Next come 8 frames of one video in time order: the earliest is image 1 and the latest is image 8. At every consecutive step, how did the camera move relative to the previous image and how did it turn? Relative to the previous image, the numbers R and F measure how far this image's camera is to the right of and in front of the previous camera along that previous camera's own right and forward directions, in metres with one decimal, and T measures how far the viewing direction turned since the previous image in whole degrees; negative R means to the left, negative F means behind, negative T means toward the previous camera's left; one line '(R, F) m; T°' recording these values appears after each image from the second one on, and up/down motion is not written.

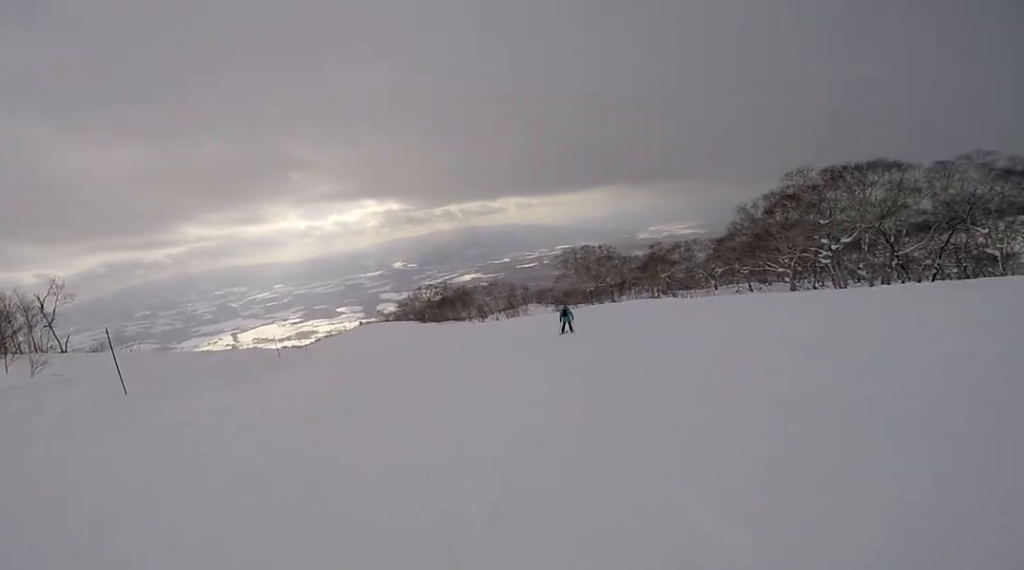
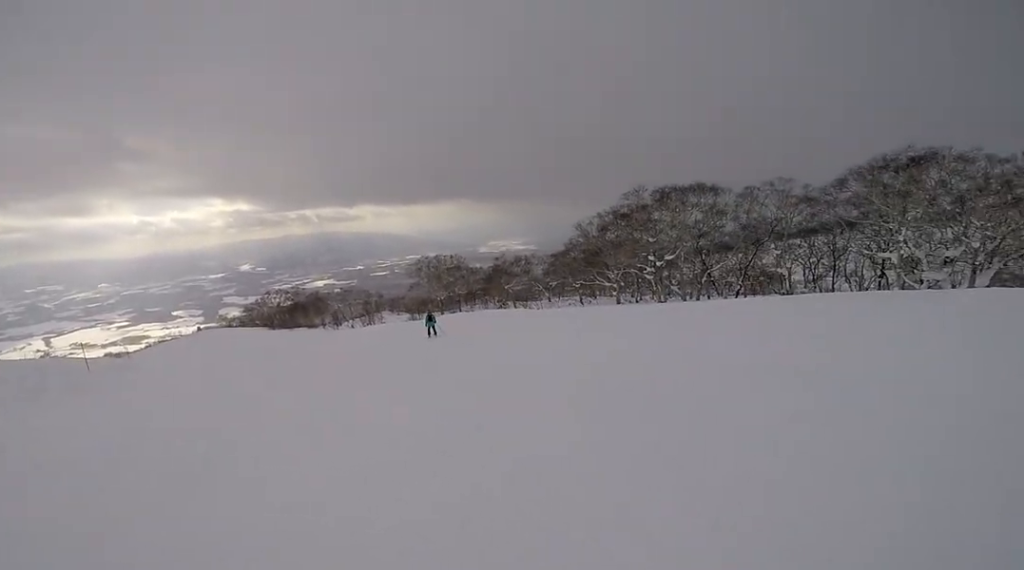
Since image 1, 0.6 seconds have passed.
(+0.2, +2.4) m; +12°
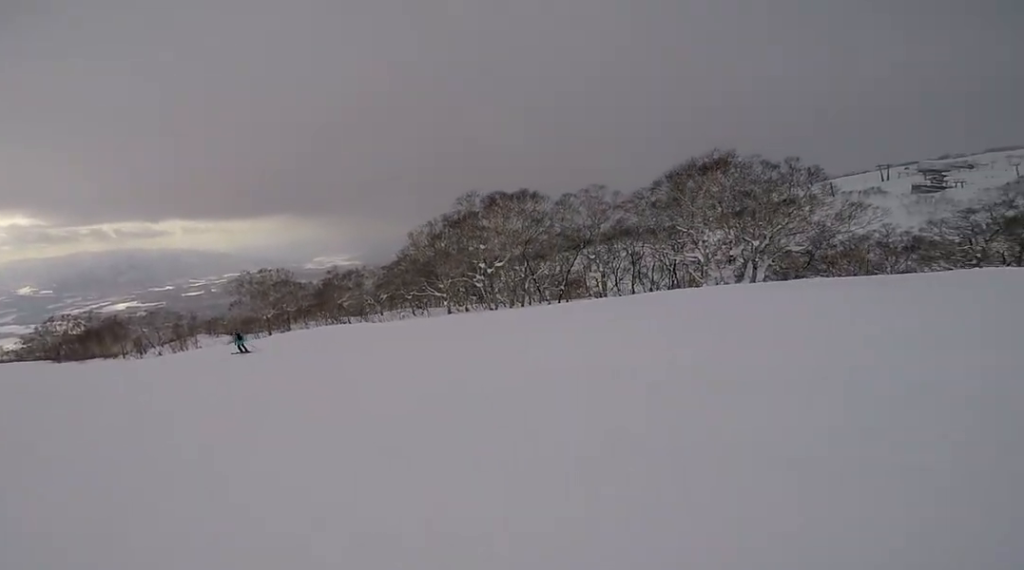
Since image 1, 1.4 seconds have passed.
(+1.3, +3.7) m; +5°
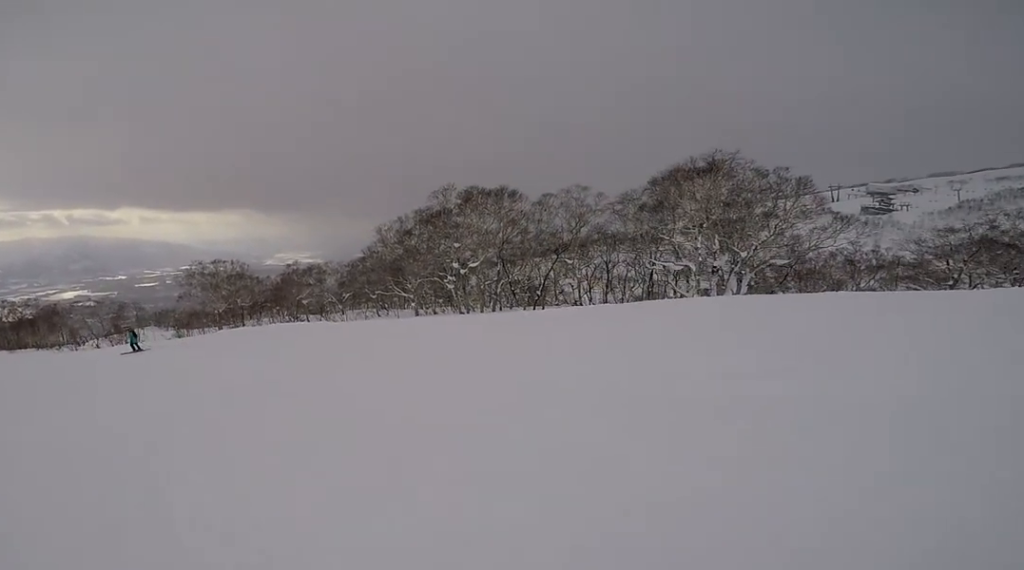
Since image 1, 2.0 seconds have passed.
(-0.8, +3.3) m; -10°
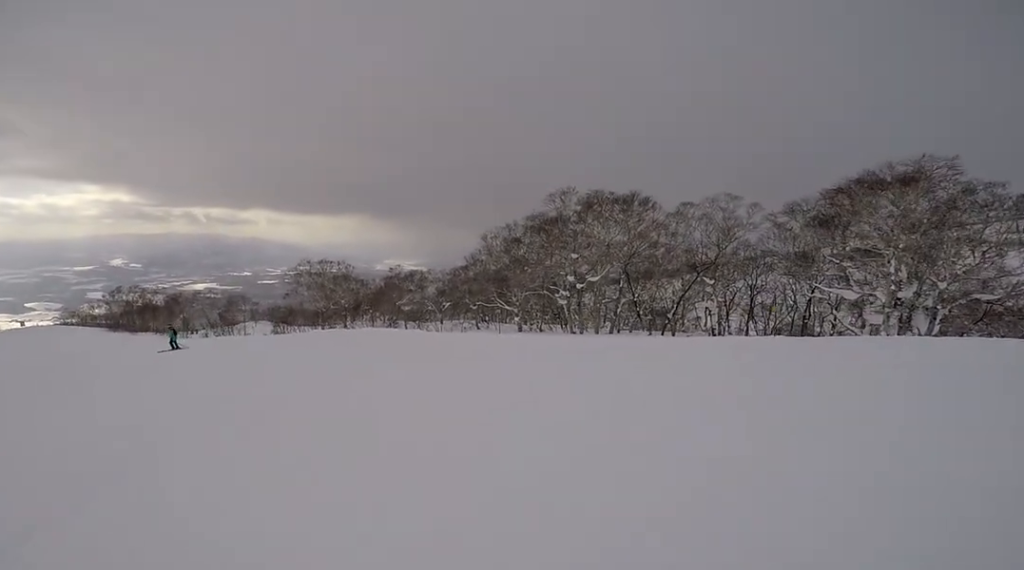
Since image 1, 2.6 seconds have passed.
(-0.3, +3.1) m; -10°
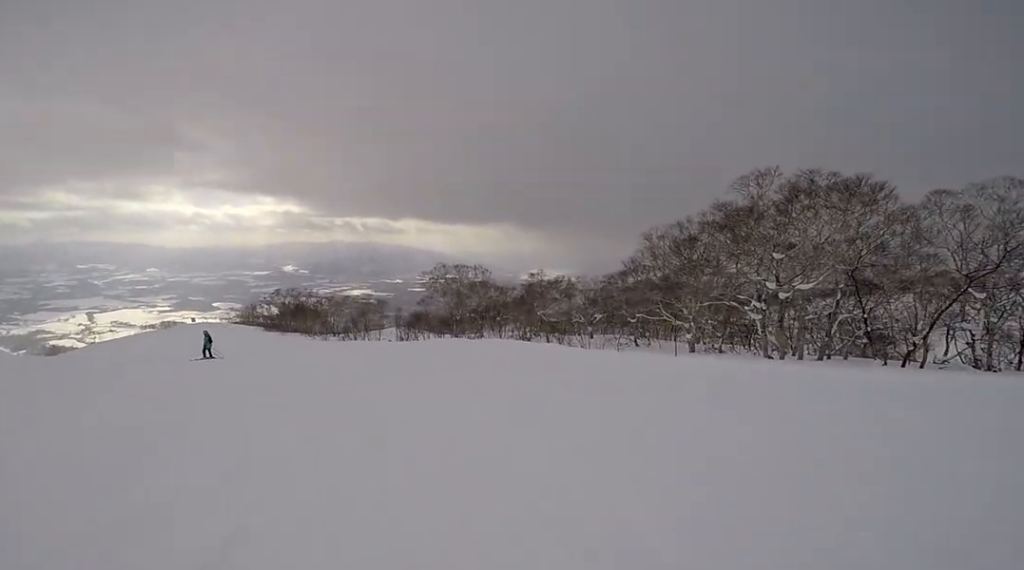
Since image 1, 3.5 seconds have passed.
(0.0, +4.2) m; -15°
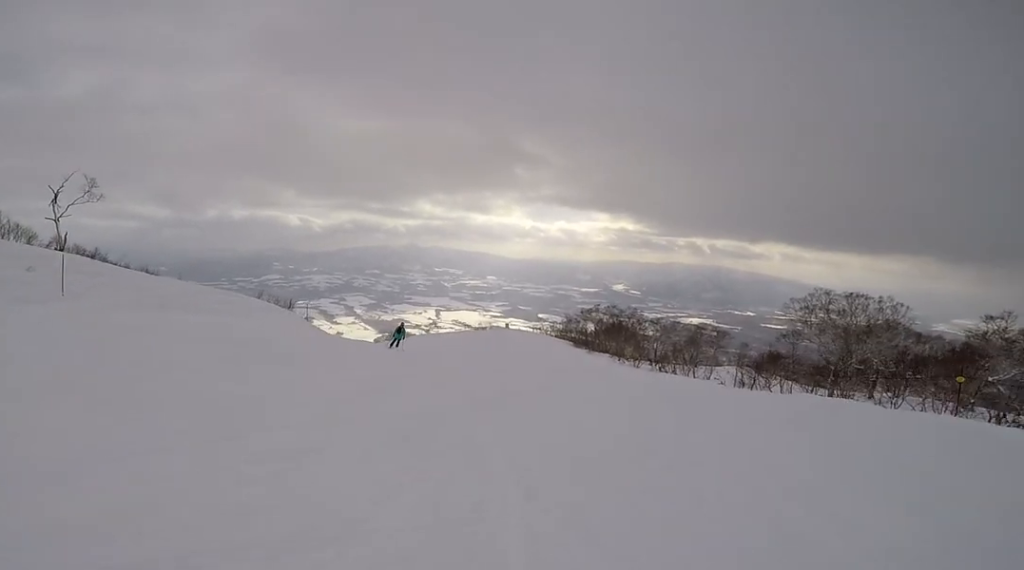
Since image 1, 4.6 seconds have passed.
(-1.9, +5.7) m; -29°
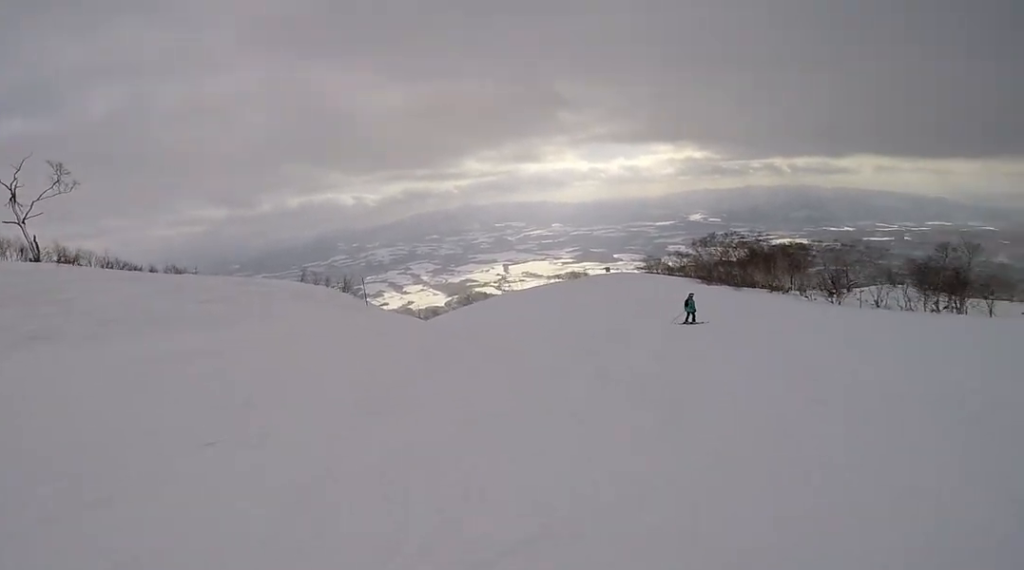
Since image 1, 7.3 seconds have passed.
(-3.1, +12.3) m; -8°
